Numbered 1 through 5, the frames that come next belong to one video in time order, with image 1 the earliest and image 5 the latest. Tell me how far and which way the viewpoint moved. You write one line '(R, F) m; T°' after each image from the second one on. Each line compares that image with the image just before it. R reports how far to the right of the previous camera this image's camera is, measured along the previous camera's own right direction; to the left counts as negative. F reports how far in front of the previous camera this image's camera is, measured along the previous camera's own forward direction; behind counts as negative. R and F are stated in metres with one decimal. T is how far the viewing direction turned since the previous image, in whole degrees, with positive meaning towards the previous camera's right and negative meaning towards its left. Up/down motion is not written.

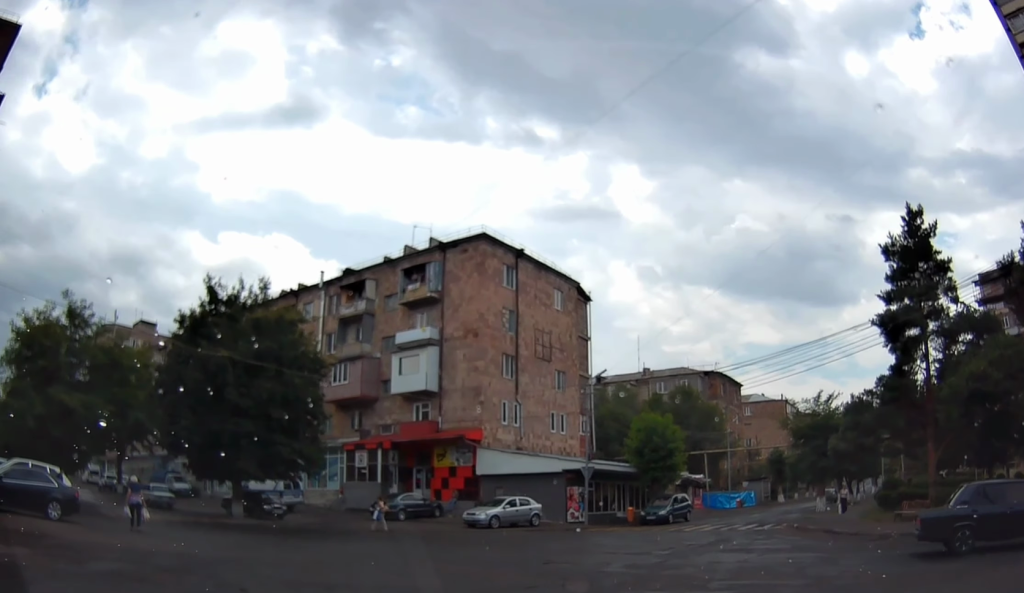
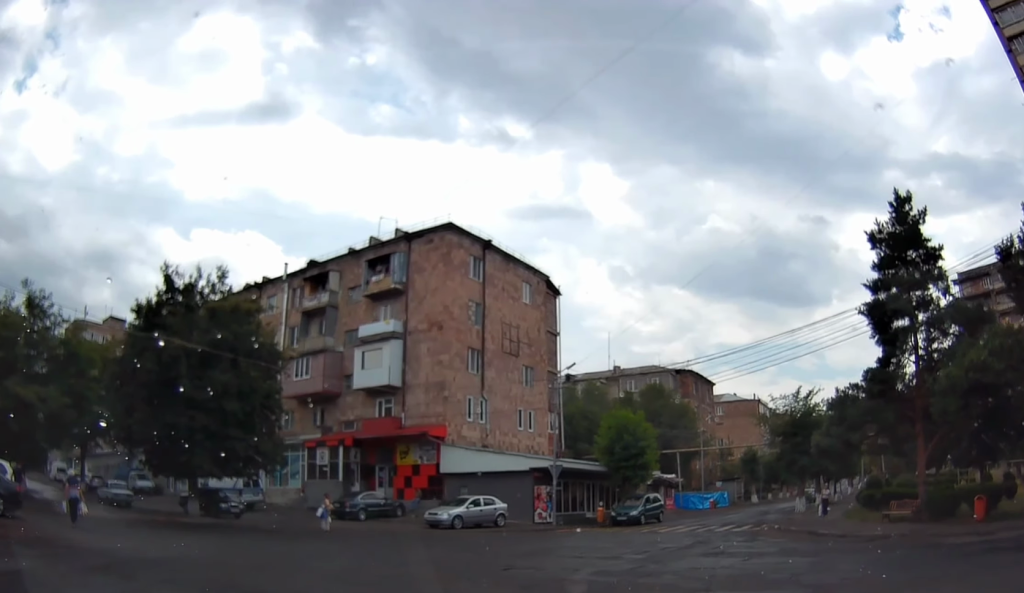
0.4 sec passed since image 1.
(0.0, +1.9) m; +1°
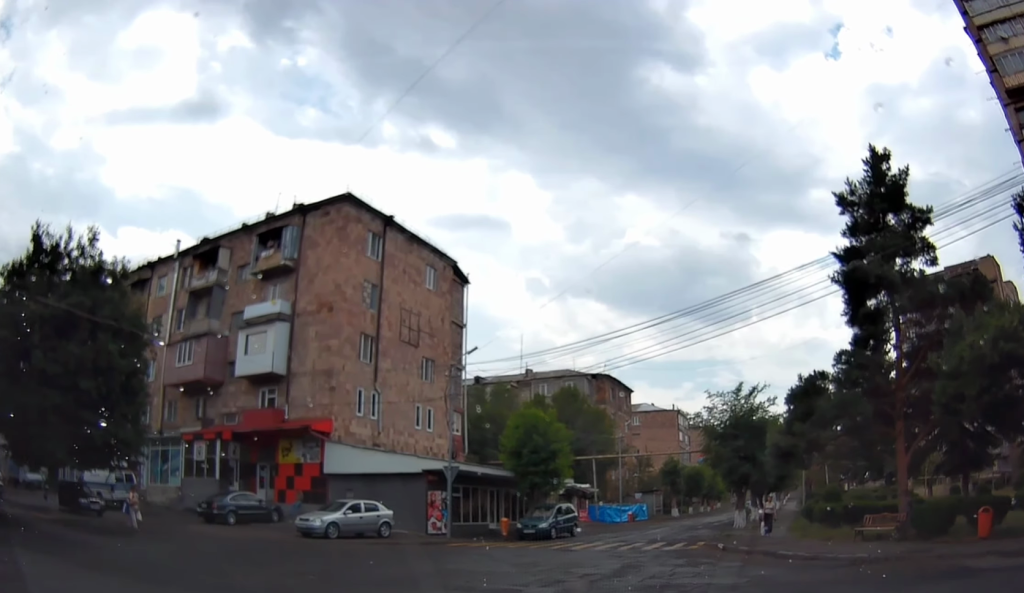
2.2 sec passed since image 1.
(+0.9, +6.6) m; +6°
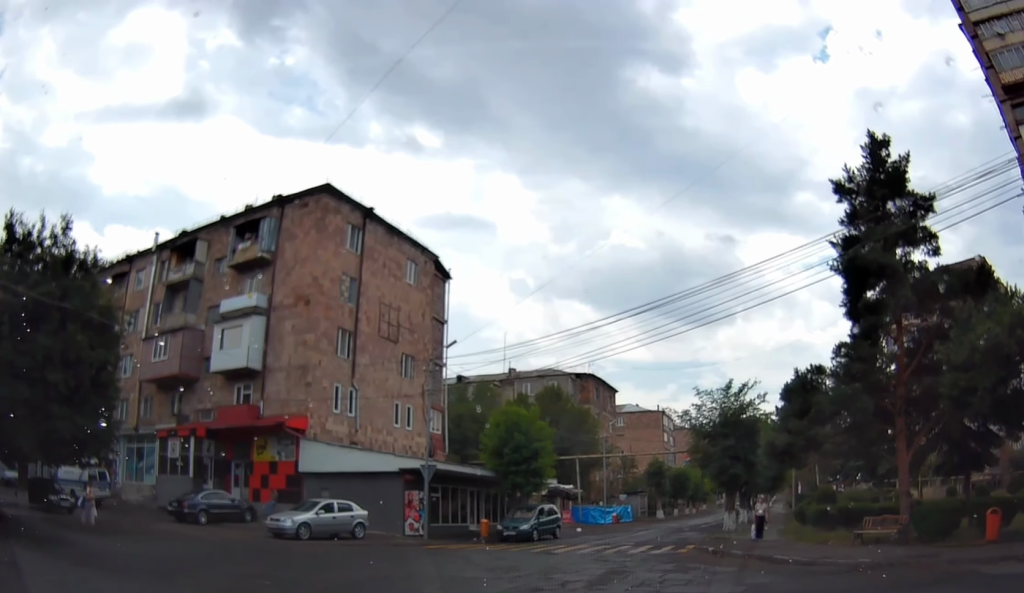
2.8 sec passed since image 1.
(-0.3, +1.3) m; -4°
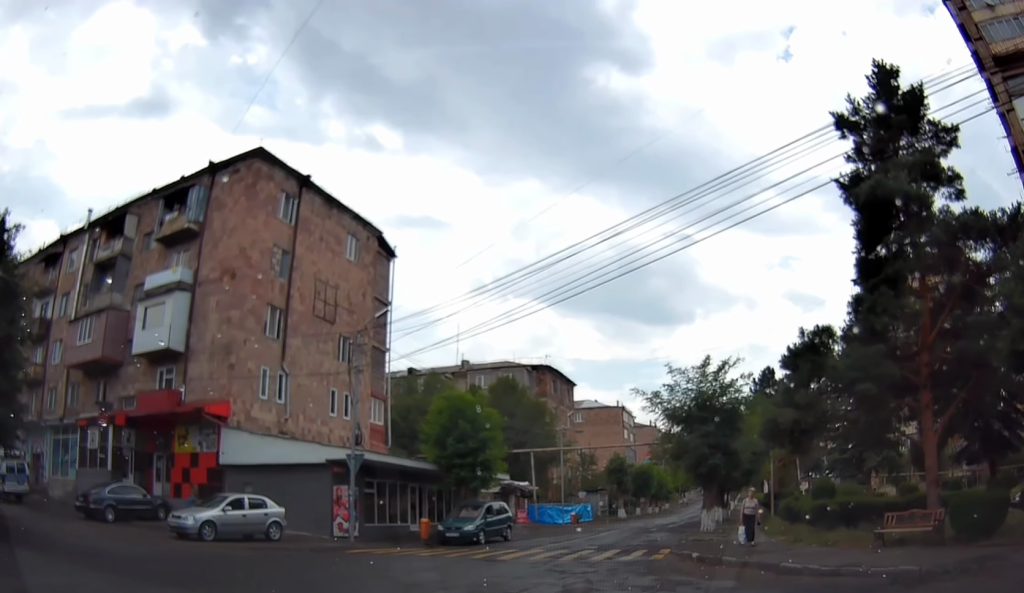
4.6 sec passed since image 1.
(0.0, +4.0) m; +7°
